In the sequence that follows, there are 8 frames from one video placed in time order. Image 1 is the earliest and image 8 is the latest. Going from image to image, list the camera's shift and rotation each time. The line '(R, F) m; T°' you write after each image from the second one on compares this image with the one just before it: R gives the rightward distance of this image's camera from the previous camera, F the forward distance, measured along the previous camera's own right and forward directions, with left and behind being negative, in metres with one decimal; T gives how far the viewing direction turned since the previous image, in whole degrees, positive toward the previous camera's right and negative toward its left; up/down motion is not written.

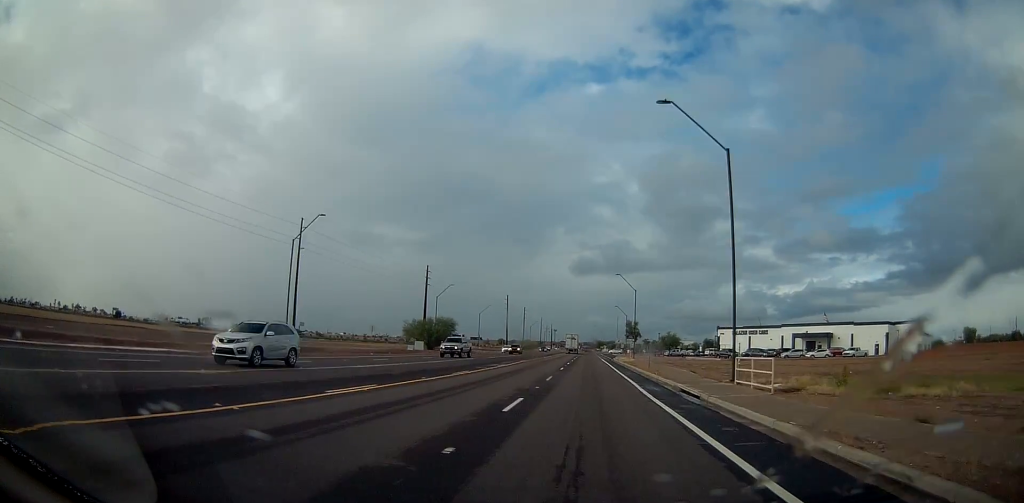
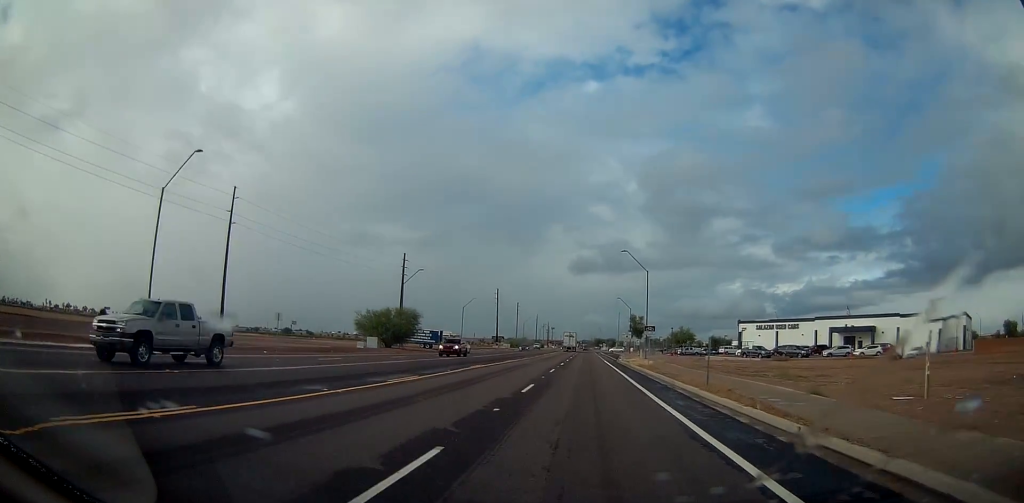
(0.0, +20.7) m; 0°
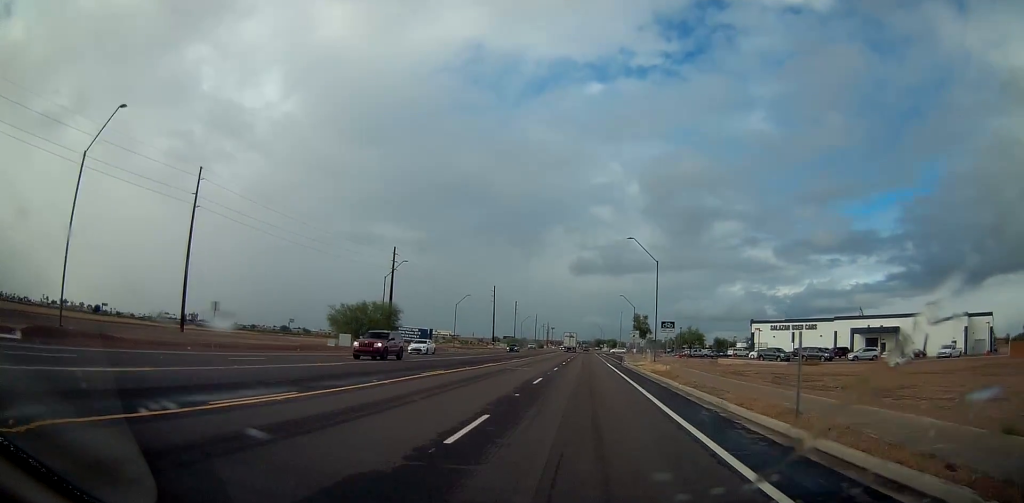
(0.0, +8.9) m; 0°
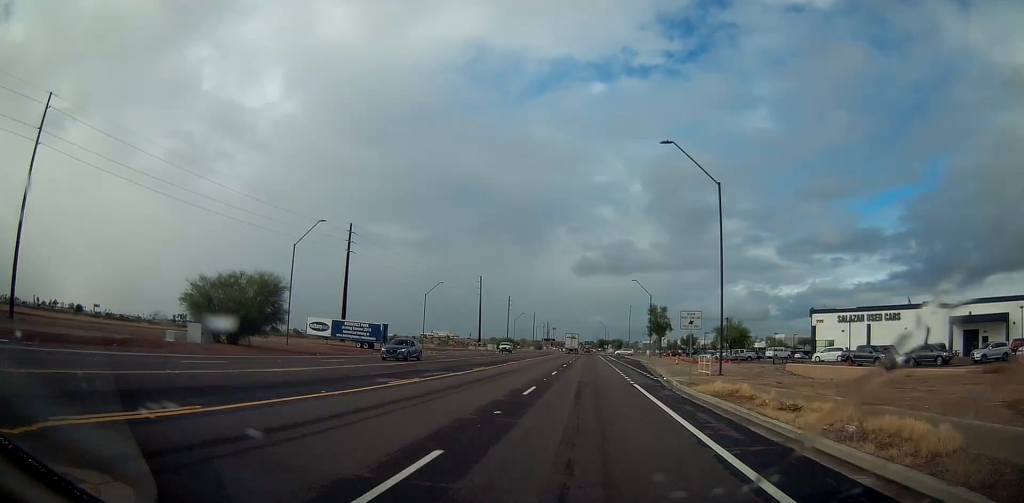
(0.0, +28.3) m; 0°
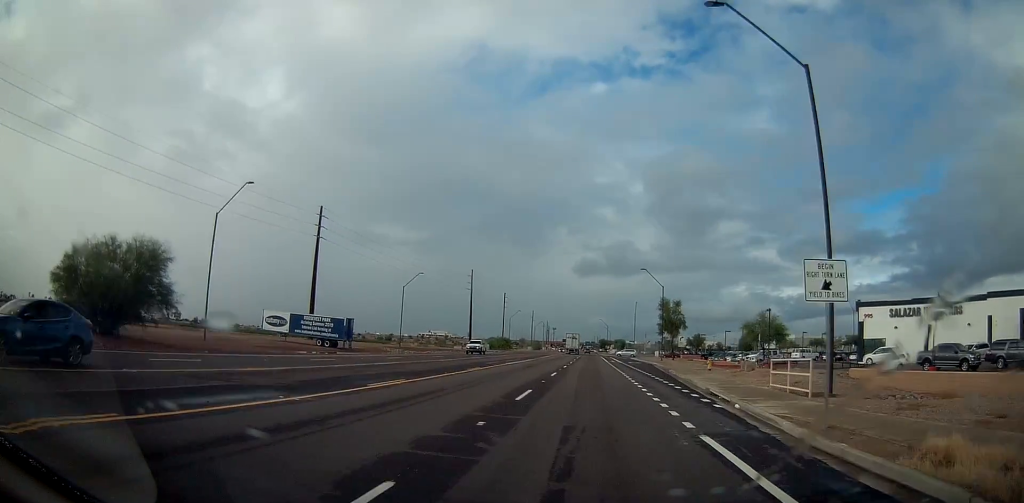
(0.0, +14.1) m; 0°
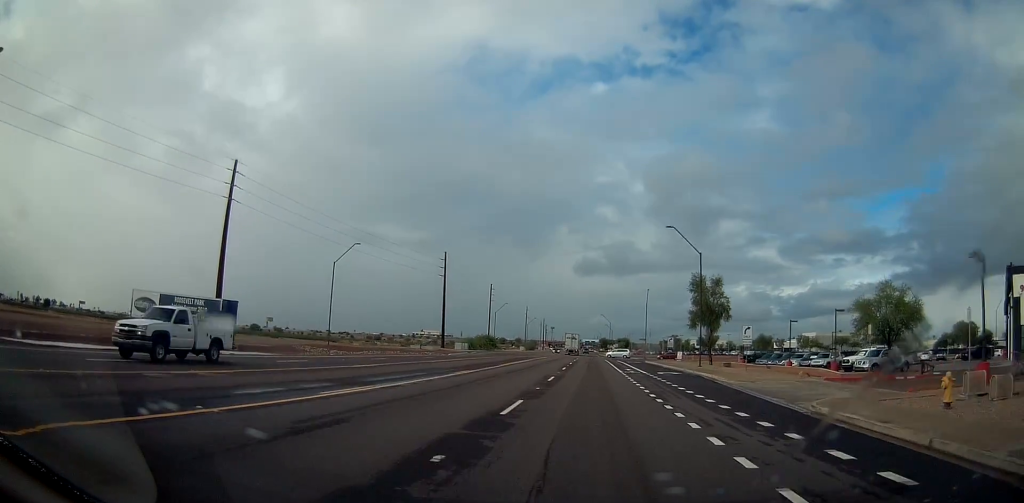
(0.0, +27.7) m; 0°
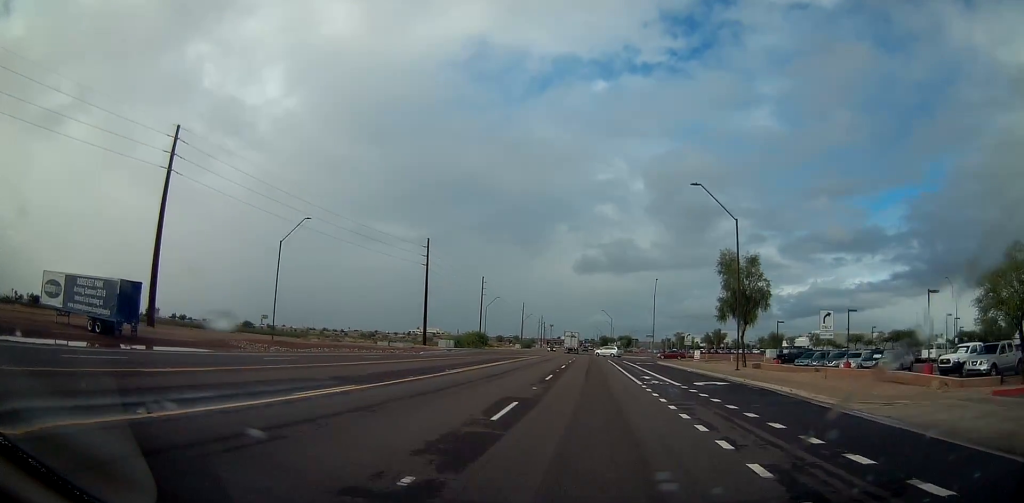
(0.0, +13.6) m; 0°
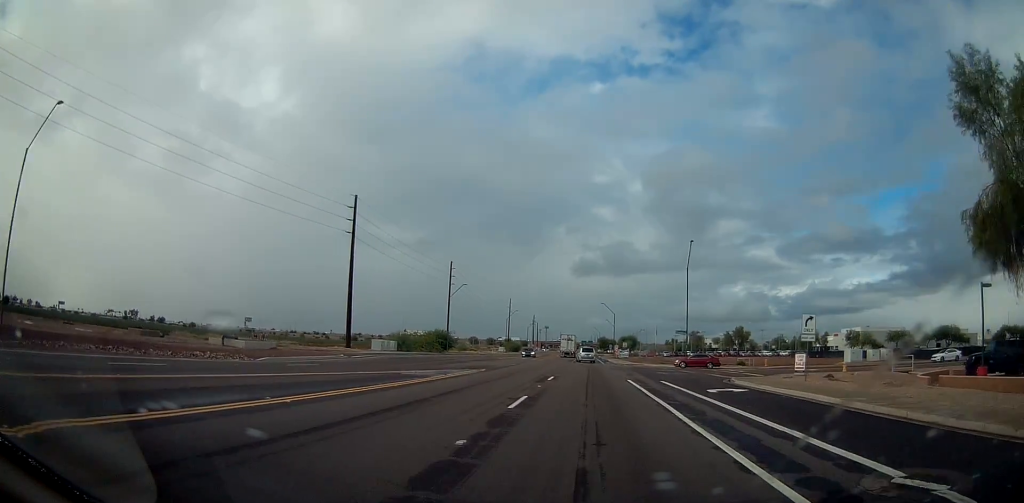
(0.0, +34.3) m; 0°
